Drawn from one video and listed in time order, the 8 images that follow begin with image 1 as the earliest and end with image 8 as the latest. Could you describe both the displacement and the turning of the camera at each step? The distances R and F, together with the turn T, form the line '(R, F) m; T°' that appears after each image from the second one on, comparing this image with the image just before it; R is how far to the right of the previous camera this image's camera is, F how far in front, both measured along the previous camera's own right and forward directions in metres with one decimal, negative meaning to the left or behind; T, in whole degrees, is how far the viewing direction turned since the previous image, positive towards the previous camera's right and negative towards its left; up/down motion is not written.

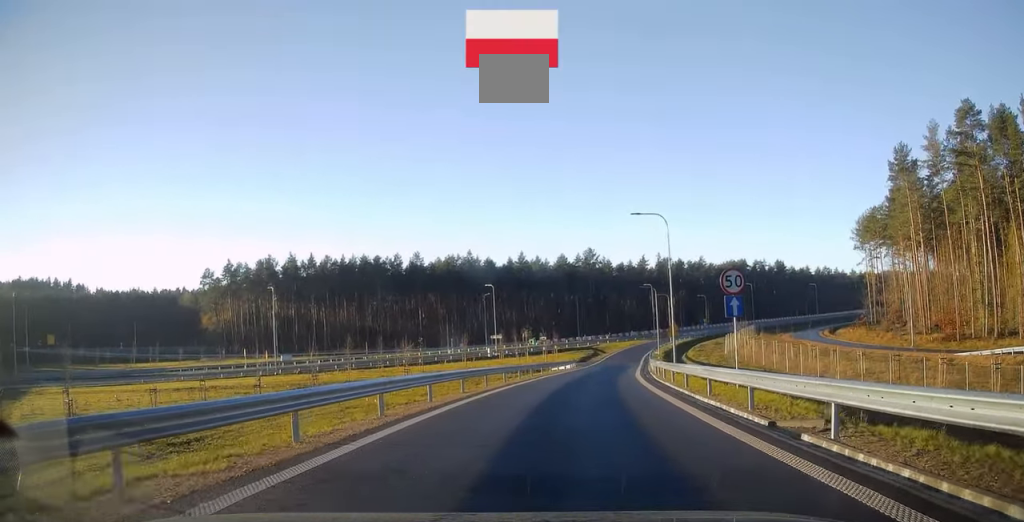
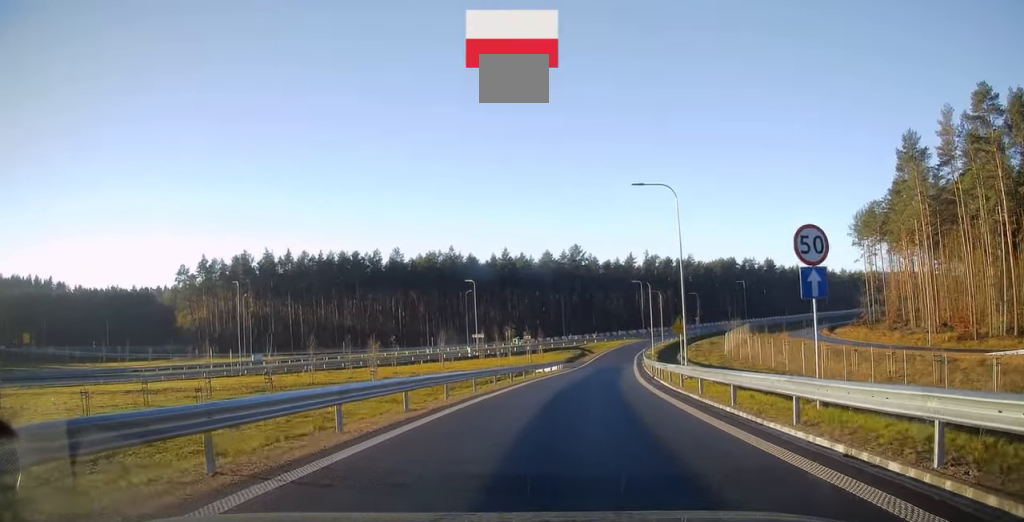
(-0.2, +6.6) m; +2°
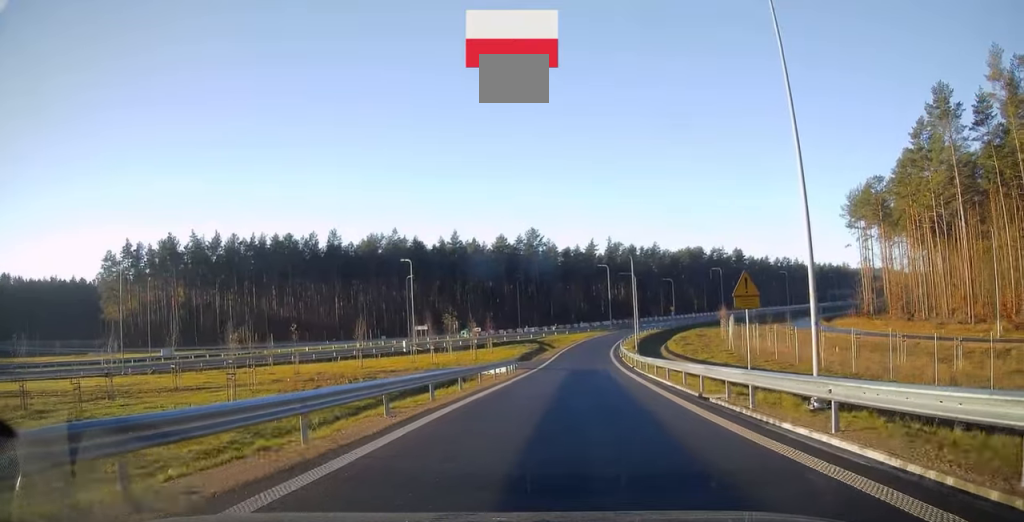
(+1.0, +17.7) m; +5°
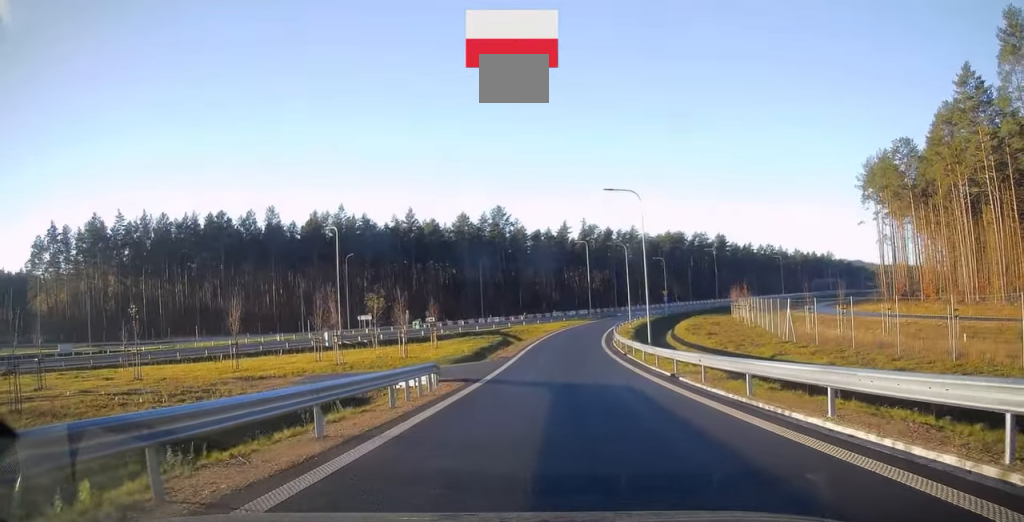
(+0.2, +19.8) m; +2°
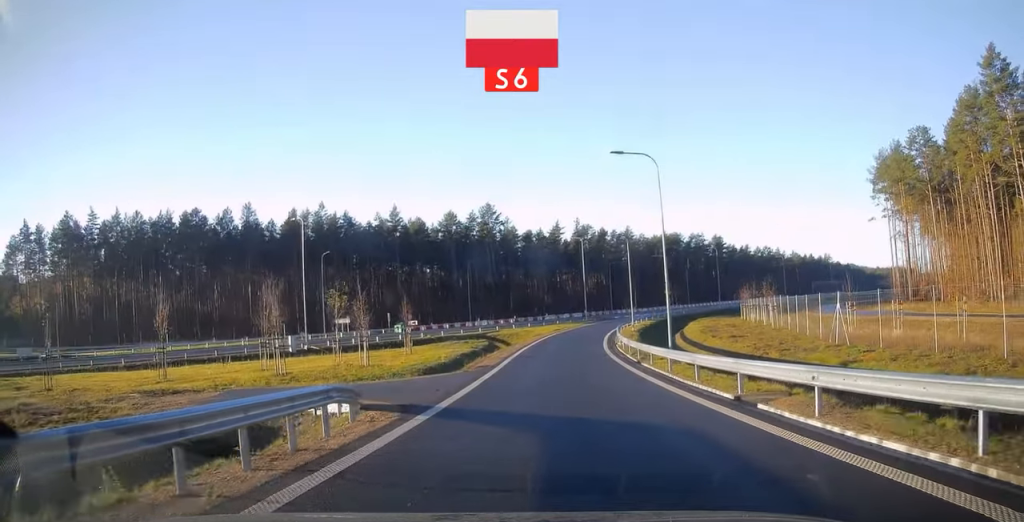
(+0.1, +7.8) m; +1°
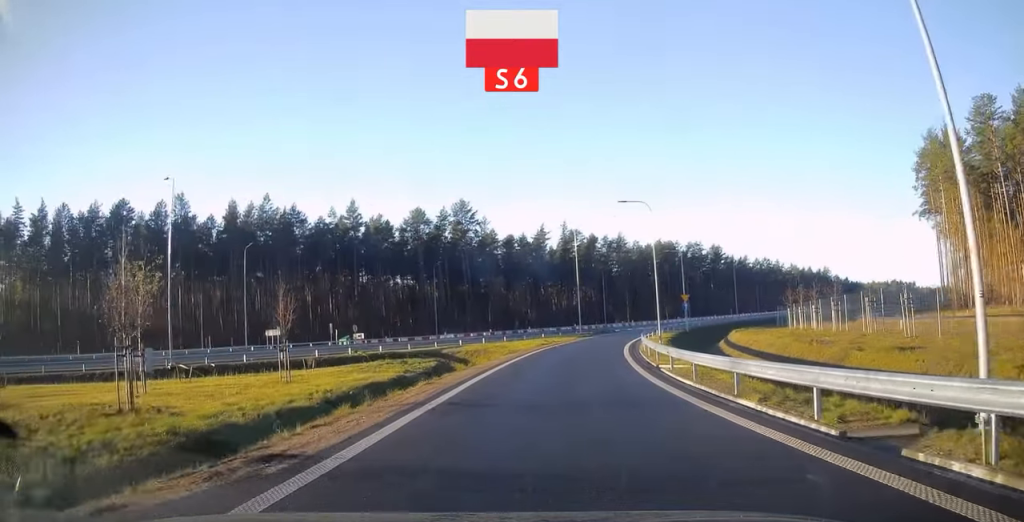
(+0.4, +20.6) m; +3°
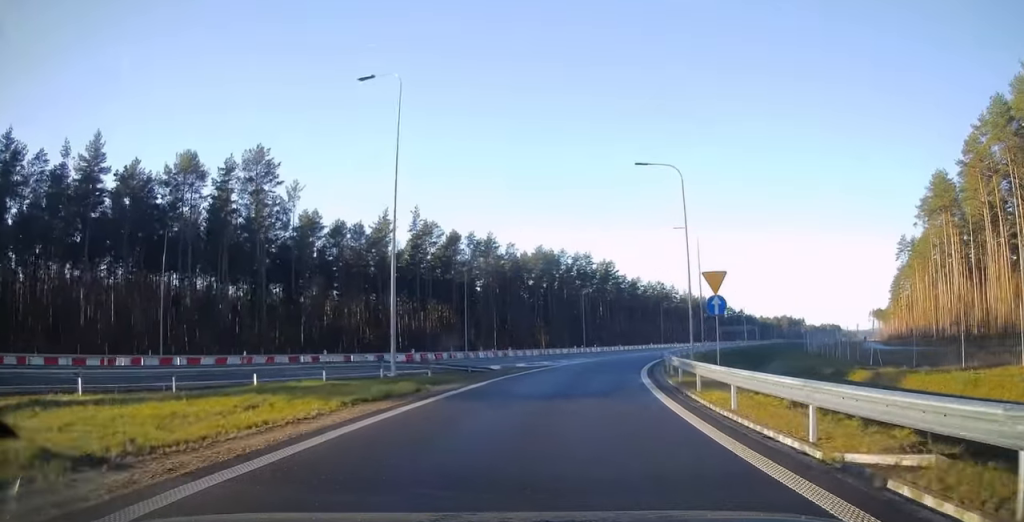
(+4.1, +46.0) m; +13°
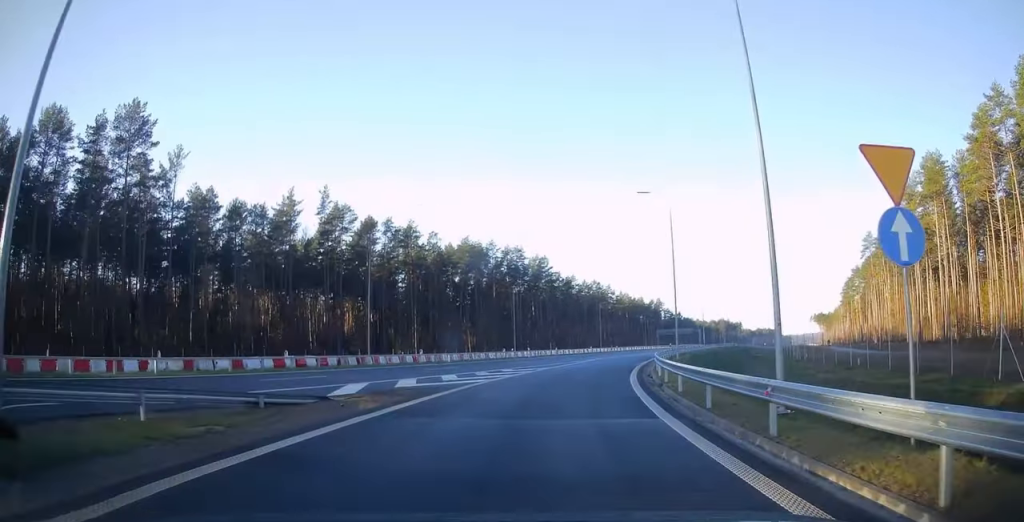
(+0.9, +15.7) m; +6°
